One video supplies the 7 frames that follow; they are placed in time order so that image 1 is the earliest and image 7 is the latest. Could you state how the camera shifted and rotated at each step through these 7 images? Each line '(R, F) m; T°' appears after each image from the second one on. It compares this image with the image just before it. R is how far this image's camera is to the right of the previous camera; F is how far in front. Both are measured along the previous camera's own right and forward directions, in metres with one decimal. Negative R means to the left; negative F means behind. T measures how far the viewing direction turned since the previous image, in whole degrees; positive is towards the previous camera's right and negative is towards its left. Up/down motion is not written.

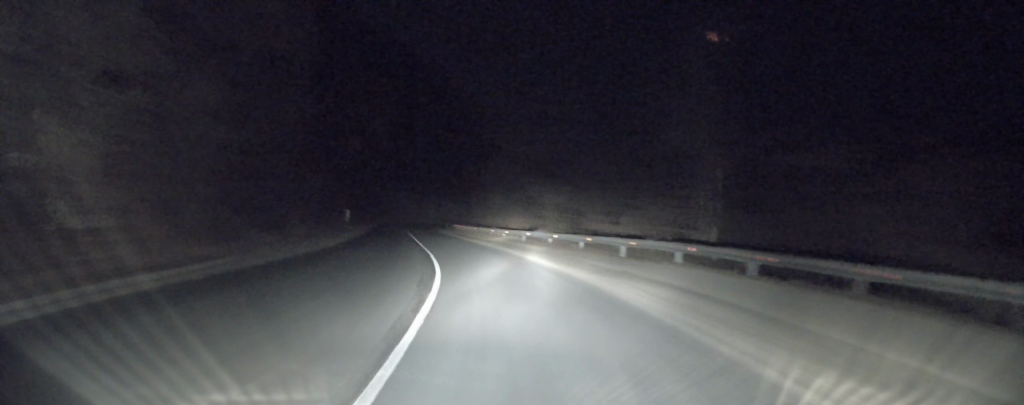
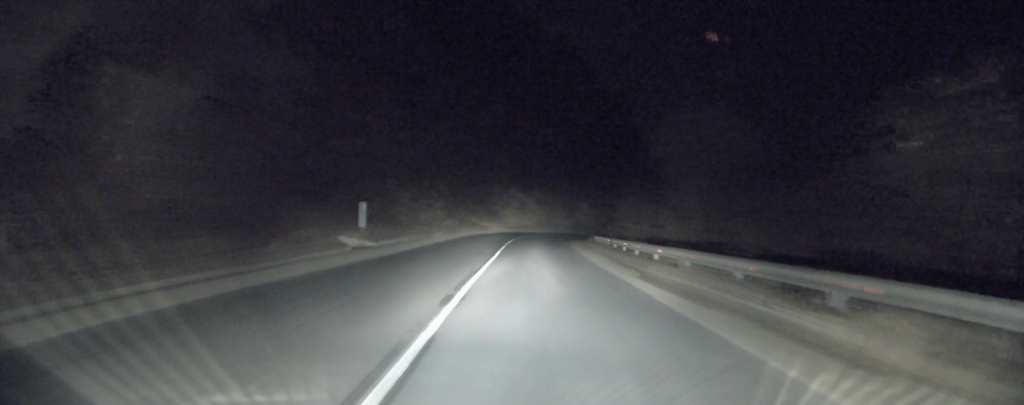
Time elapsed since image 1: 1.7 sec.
(-2.5, +28.1) m; -11°
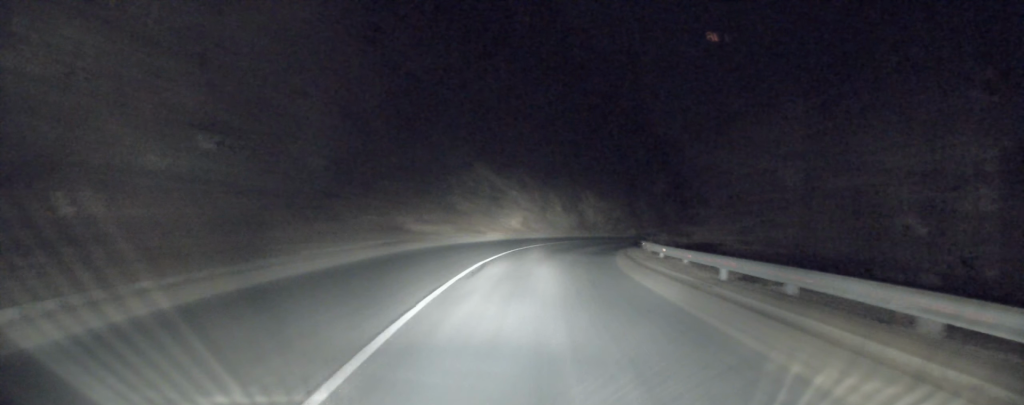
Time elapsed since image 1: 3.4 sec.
(-2.1, +28.9) m; -4°
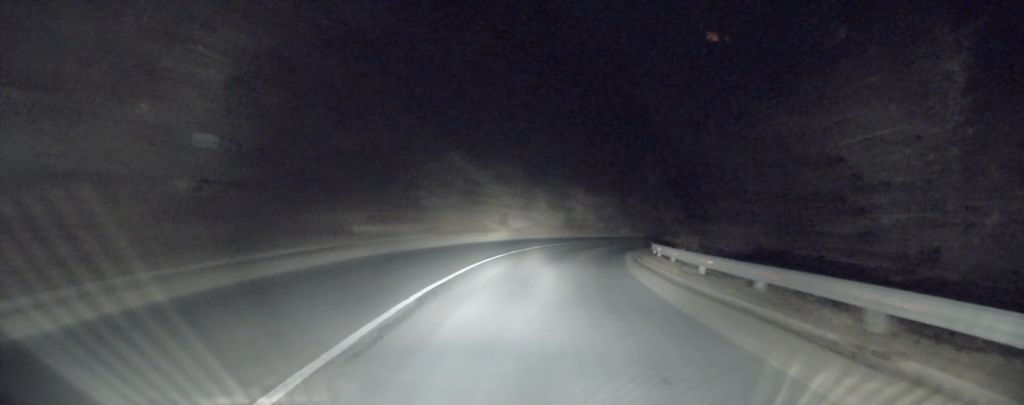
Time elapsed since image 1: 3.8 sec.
(+0.1, +7.1) m; +1°
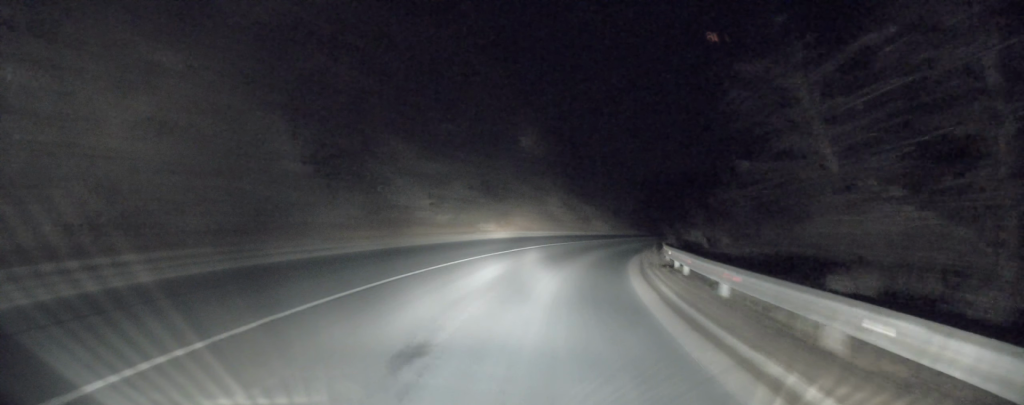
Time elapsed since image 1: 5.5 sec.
(+1.9, +31.4) m; +11°
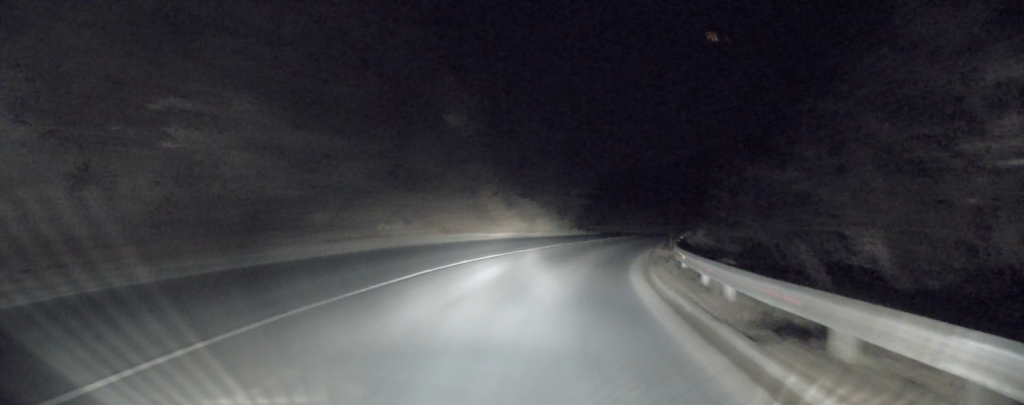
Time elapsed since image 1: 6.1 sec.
(+0.4, +11.0) m; +6°
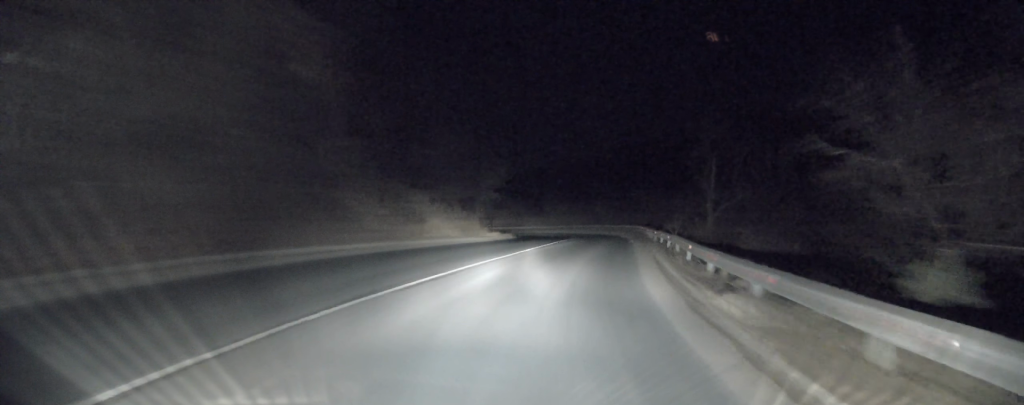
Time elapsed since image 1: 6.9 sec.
(+0.9, +15.3) m; +9°
